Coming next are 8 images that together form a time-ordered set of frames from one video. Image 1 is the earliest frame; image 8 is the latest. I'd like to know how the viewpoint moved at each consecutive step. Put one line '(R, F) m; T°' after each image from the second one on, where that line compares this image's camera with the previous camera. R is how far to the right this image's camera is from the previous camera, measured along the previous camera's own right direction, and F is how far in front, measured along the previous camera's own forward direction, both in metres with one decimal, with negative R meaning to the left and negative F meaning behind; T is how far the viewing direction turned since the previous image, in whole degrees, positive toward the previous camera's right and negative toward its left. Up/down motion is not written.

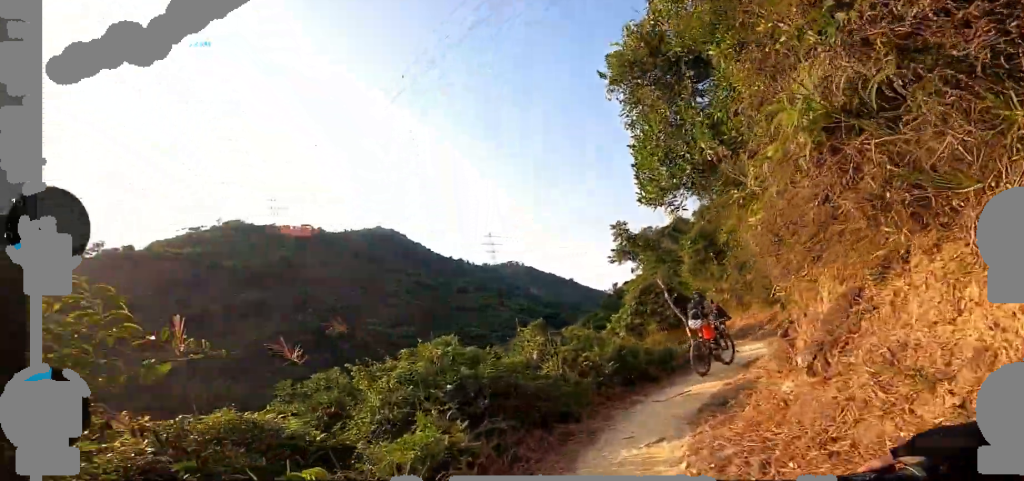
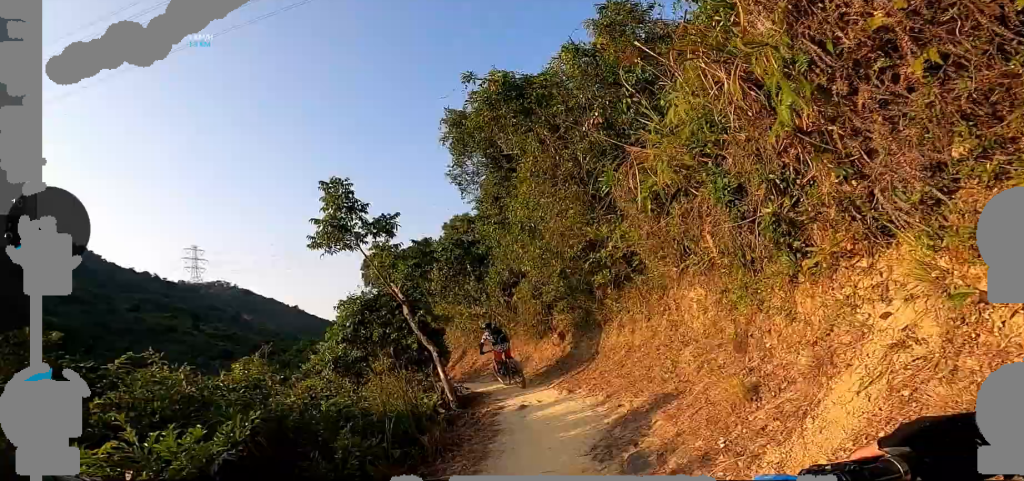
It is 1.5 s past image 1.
(+1.7, +2.8) m; +14°
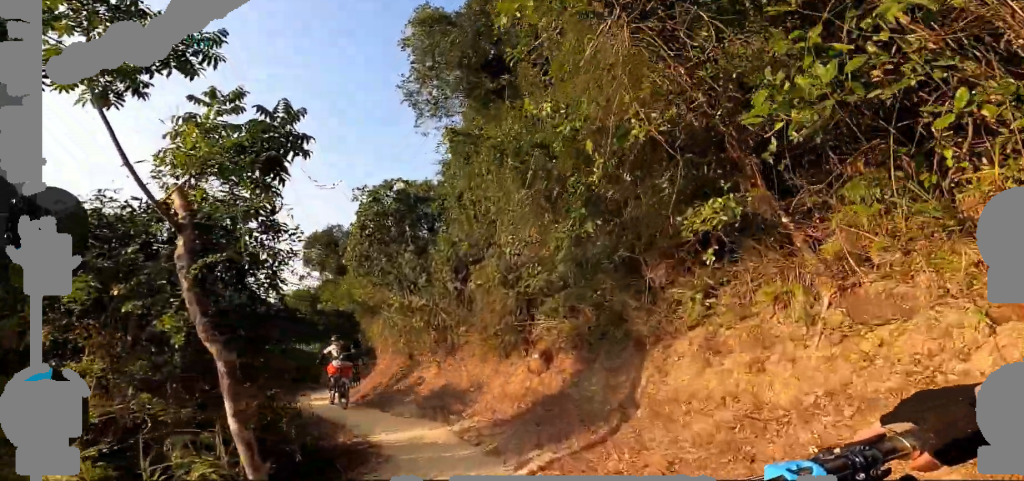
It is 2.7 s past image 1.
(+0.1, +2.8) m; +26°
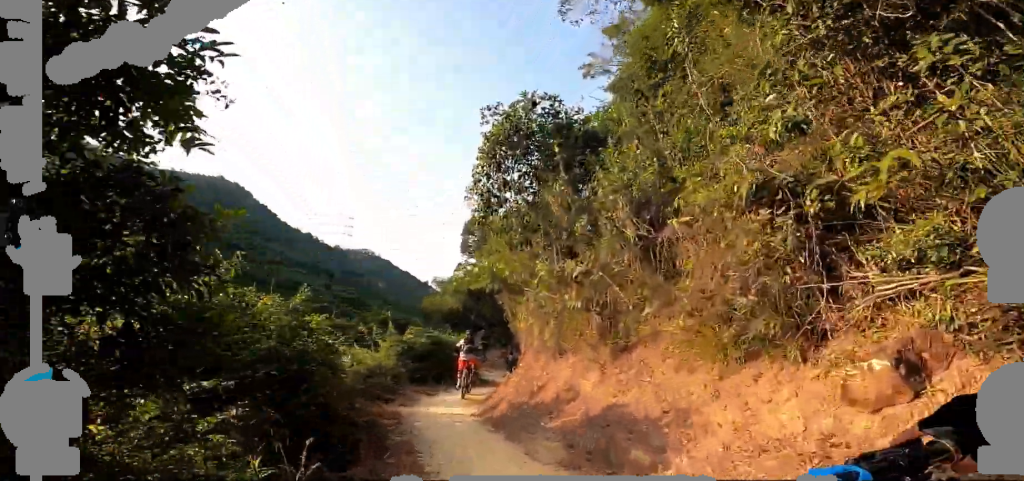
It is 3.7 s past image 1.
(+0.7, +2.9) m; +1°
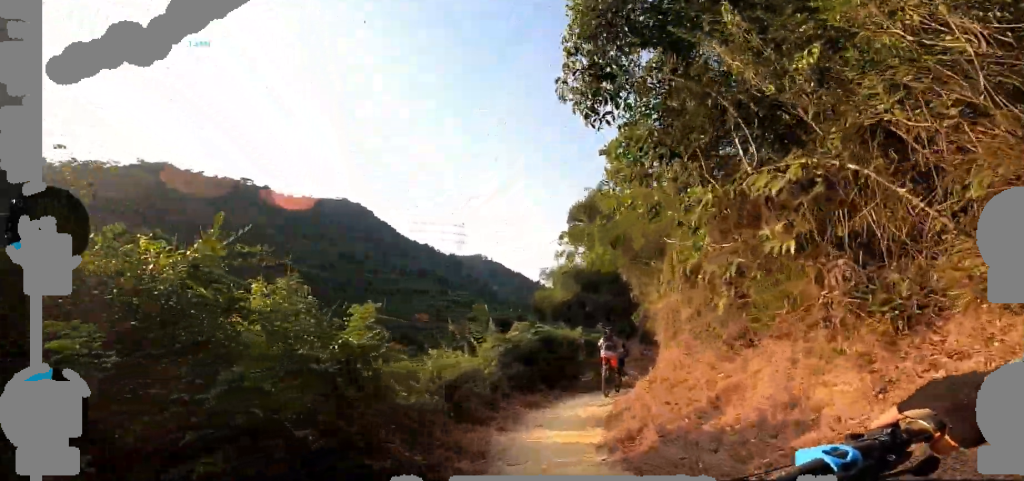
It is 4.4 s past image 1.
(-0.2, +2.3) m; -15°
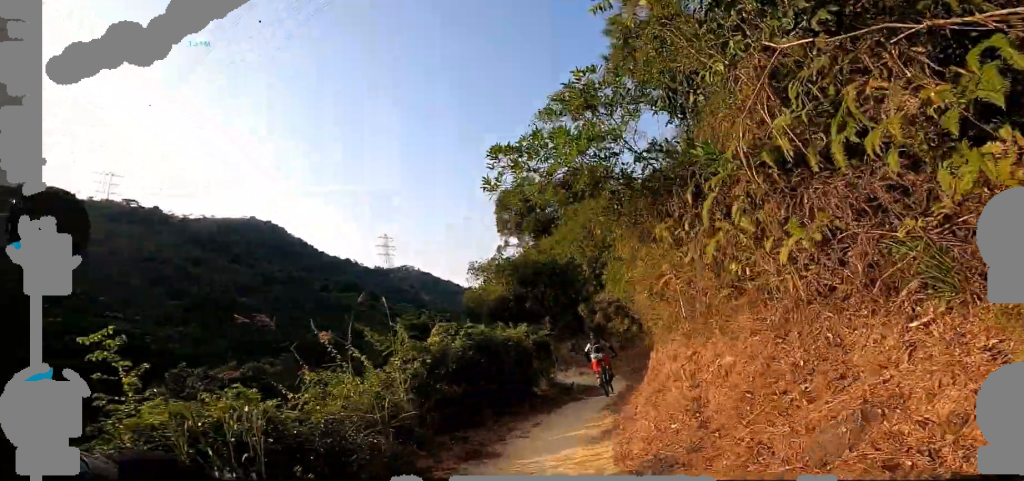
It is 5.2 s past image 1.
(-0.7, +3.1) m; -12°
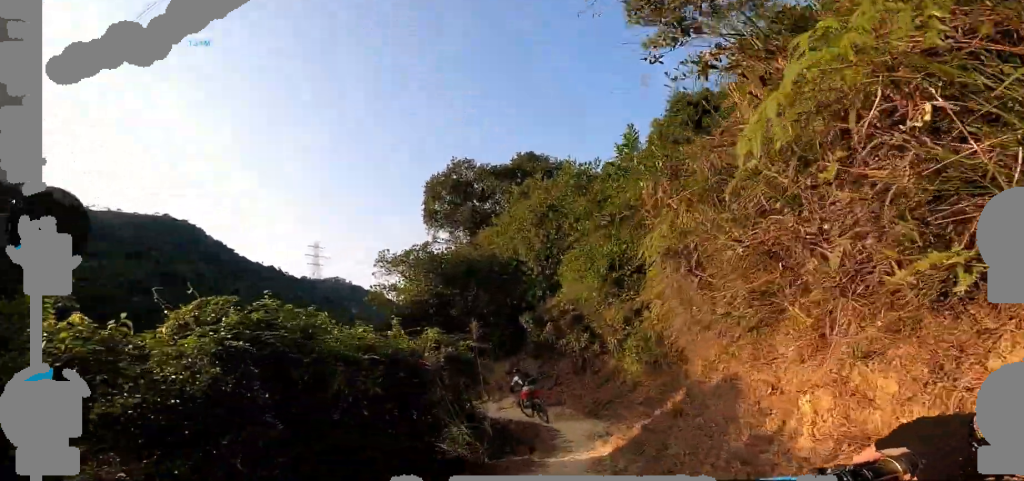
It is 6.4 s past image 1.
(+0.7, +5.0) m; +19°
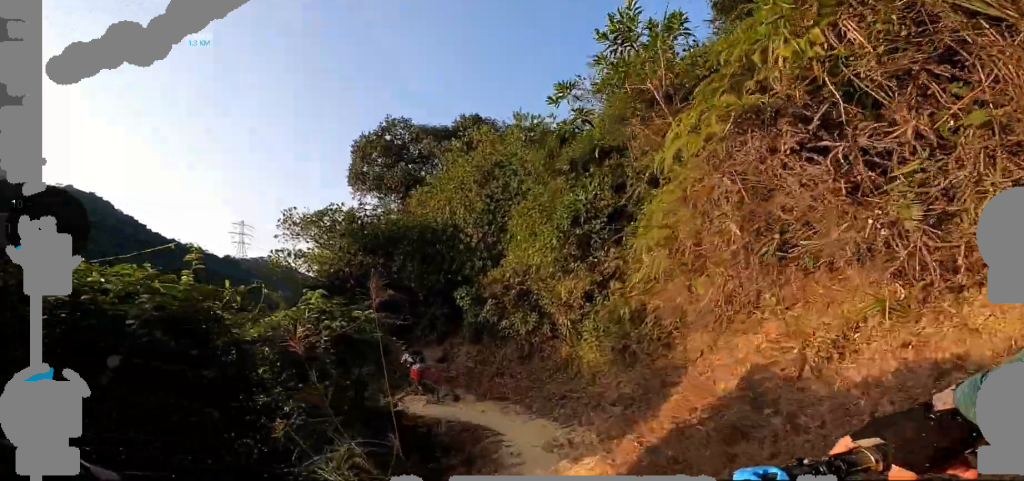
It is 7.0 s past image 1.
(+0.6, +2.4) m; +5°
